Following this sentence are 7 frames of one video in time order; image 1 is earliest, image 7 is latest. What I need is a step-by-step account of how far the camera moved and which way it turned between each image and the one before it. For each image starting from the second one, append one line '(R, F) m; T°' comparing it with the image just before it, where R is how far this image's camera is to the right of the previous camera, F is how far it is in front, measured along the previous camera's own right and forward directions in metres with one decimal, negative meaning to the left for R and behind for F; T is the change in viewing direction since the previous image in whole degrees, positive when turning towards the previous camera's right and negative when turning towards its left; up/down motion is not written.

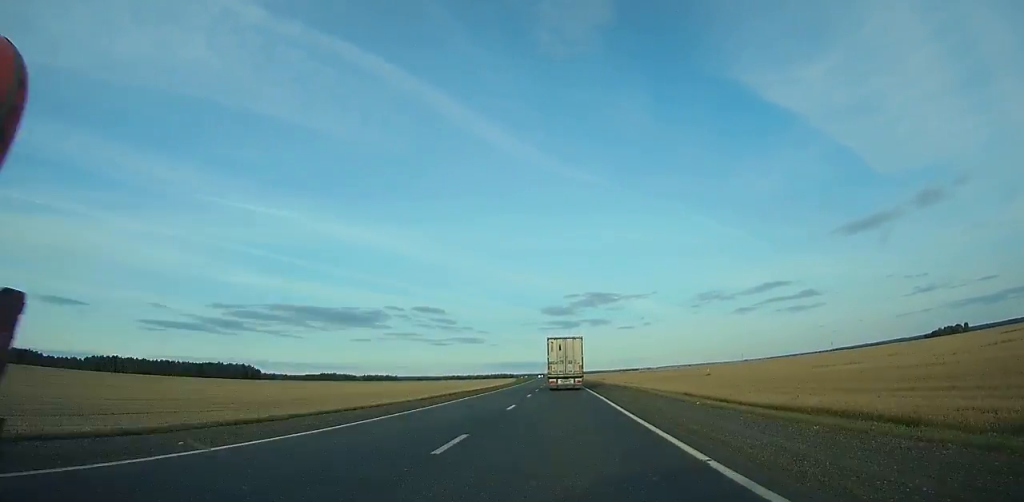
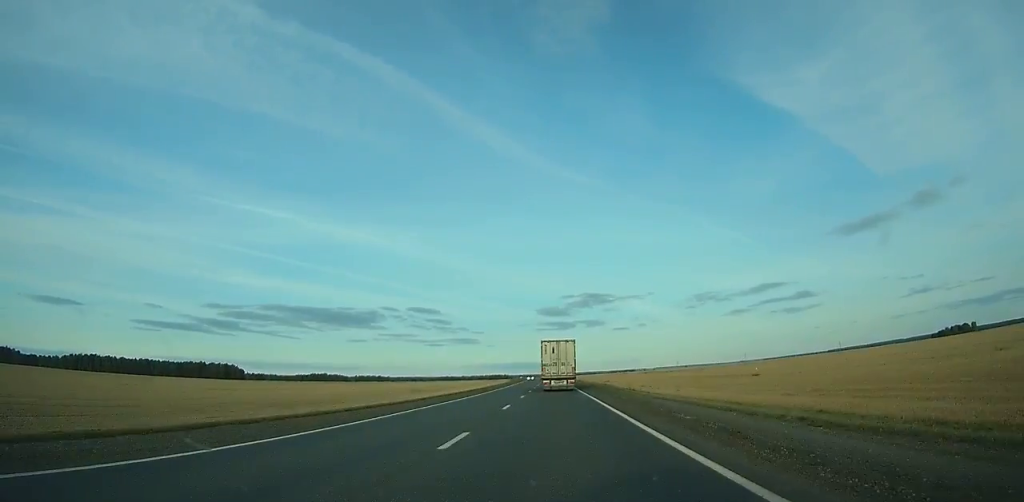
(-0.2, +35.1) m; 0°
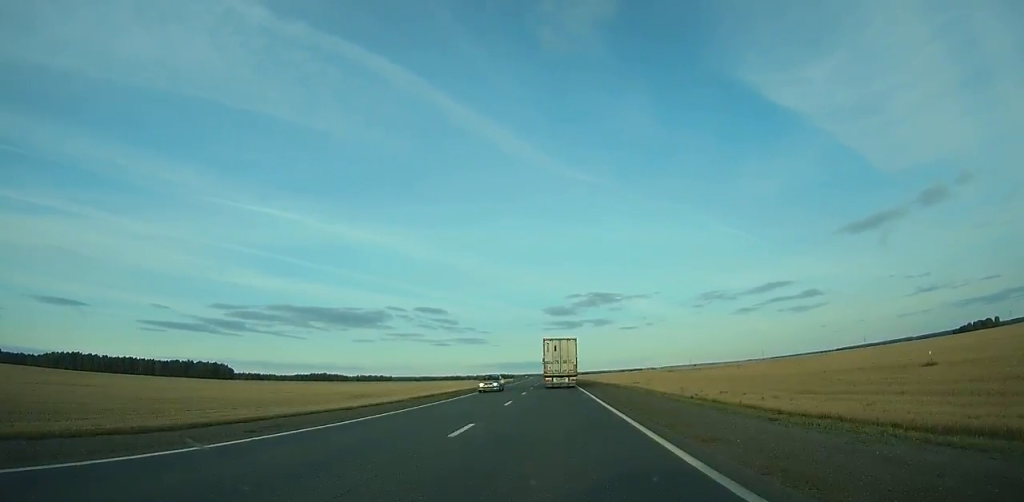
(0.0, +44.9) m; 0°
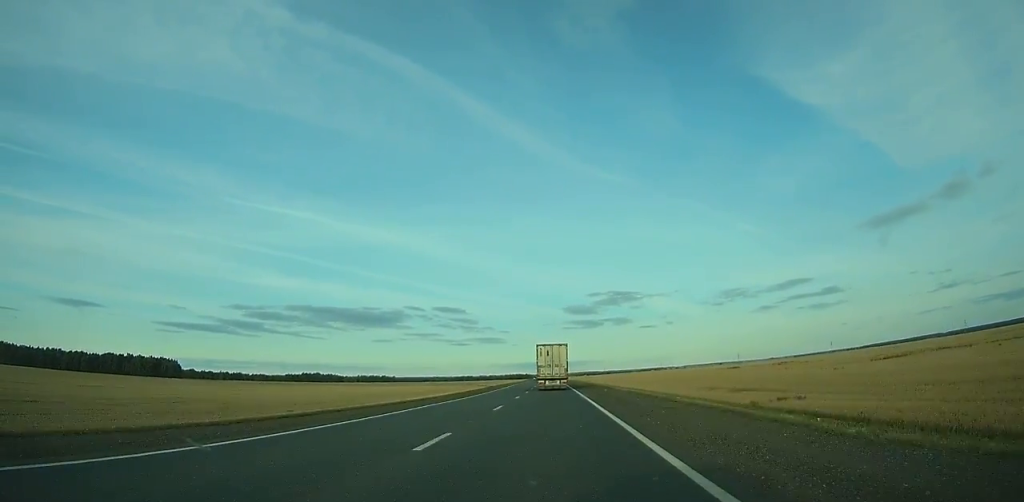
(-1.6, +146.6) m; -2°
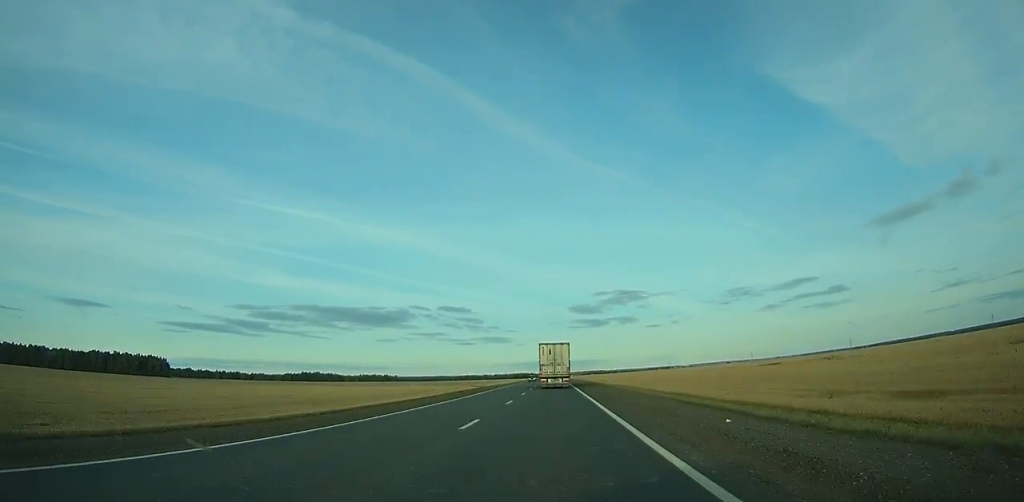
(-0.2, +29.8) m; 0°
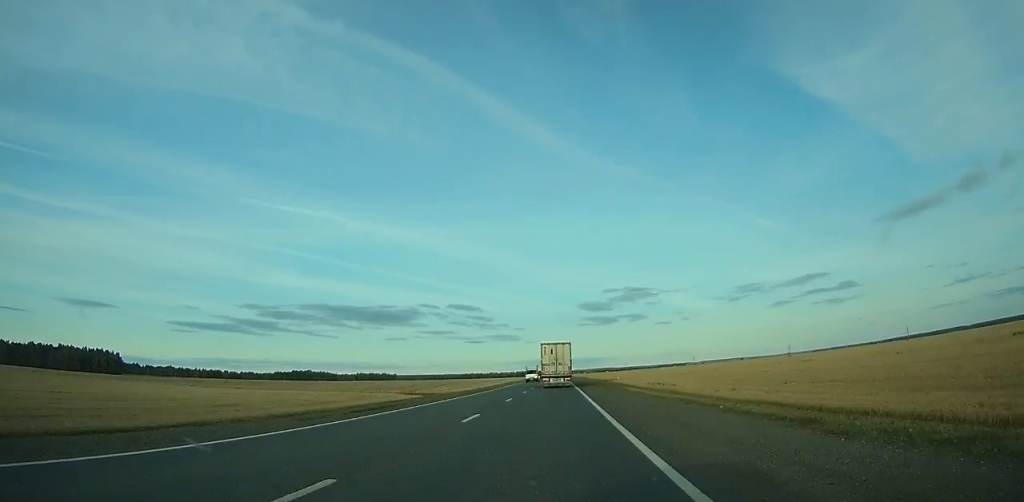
(-0.8, +90.5) m; -1°
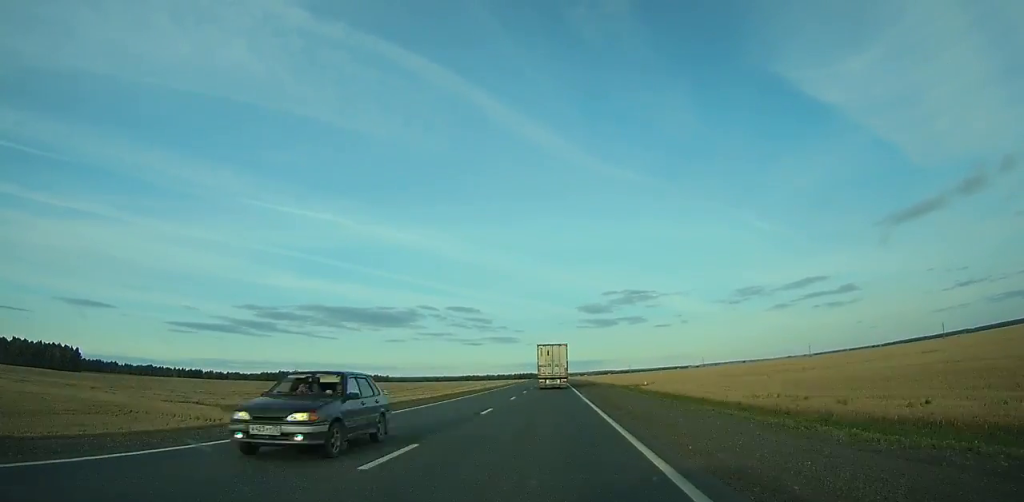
(-0.4, +55.9) m; 0°
